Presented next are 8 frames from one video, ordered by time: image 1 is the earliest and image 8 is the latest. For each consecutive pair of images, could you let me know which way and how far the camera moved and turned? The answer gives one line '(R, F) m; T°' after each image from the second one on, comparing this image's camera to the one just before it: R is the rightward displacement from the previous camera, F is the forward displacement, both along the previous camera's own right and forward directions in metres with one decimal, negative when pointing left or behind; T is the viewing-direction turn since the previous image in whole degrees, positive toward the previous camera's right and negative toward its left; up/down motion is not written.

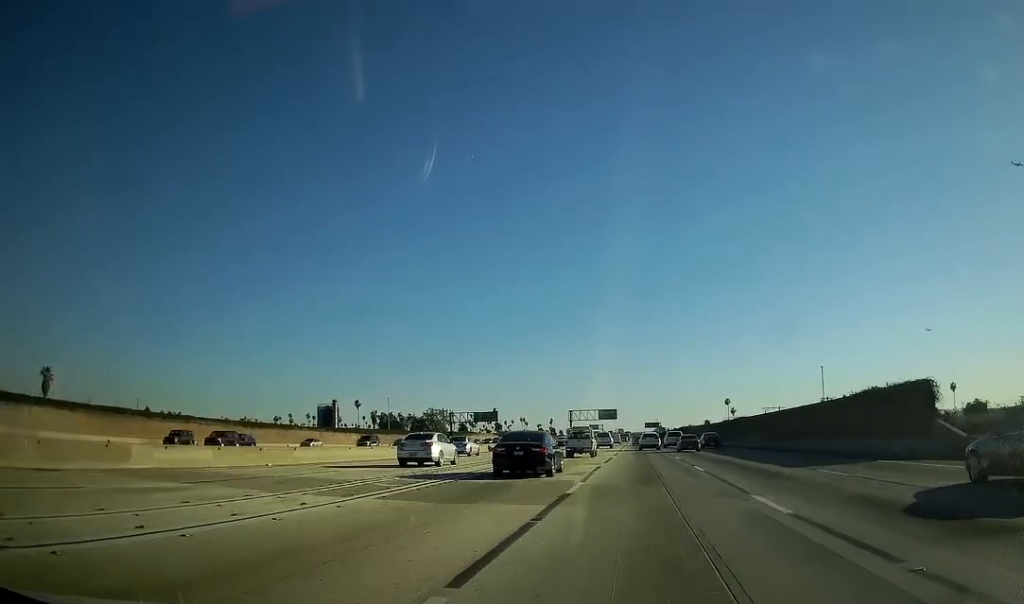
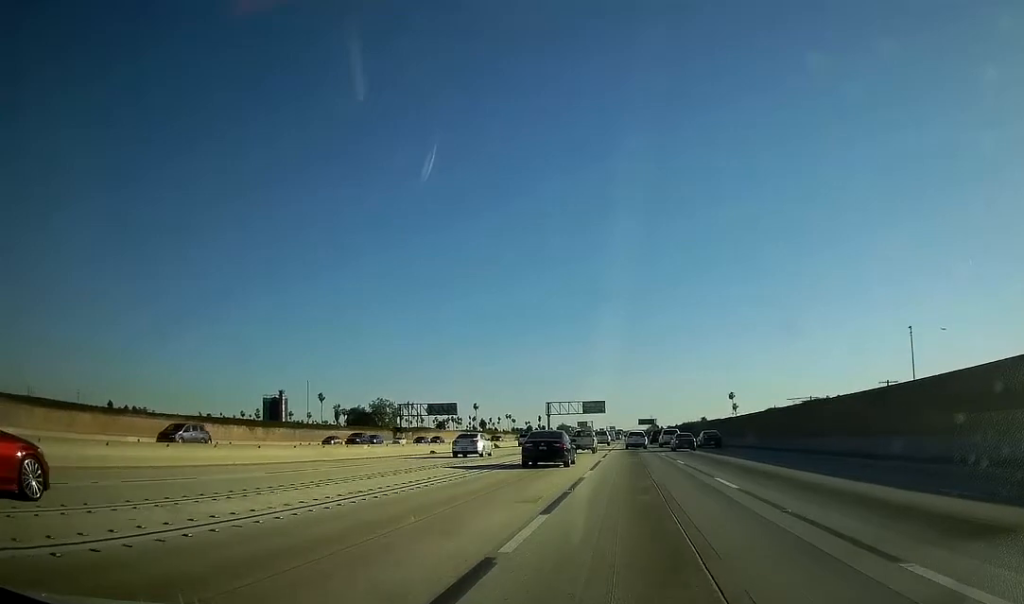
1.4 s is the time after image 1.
(0.0, +38.6) m; +1°
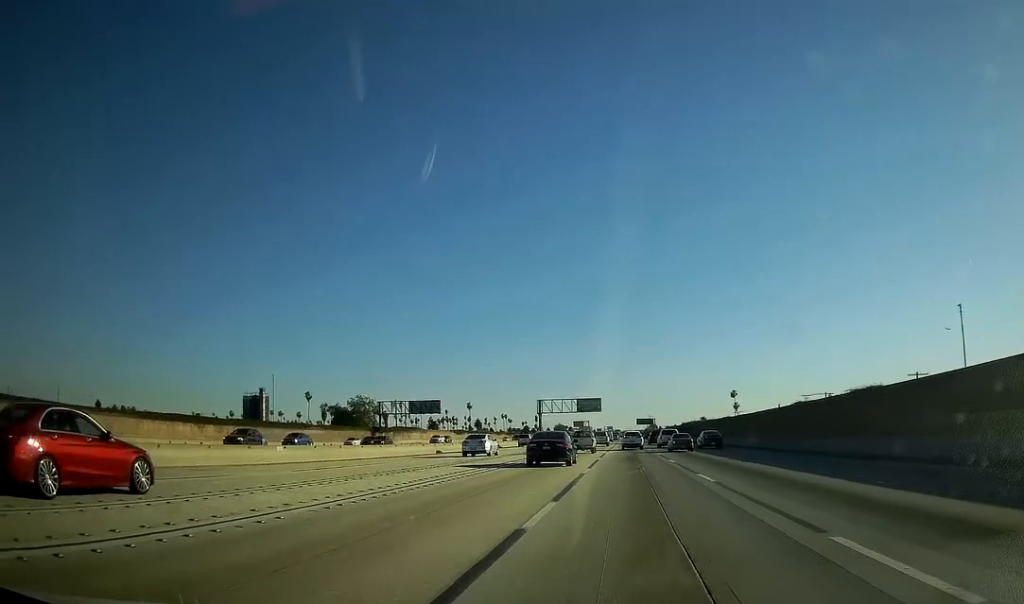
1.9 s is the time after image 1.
(+0.1, +11.8) m; 0°
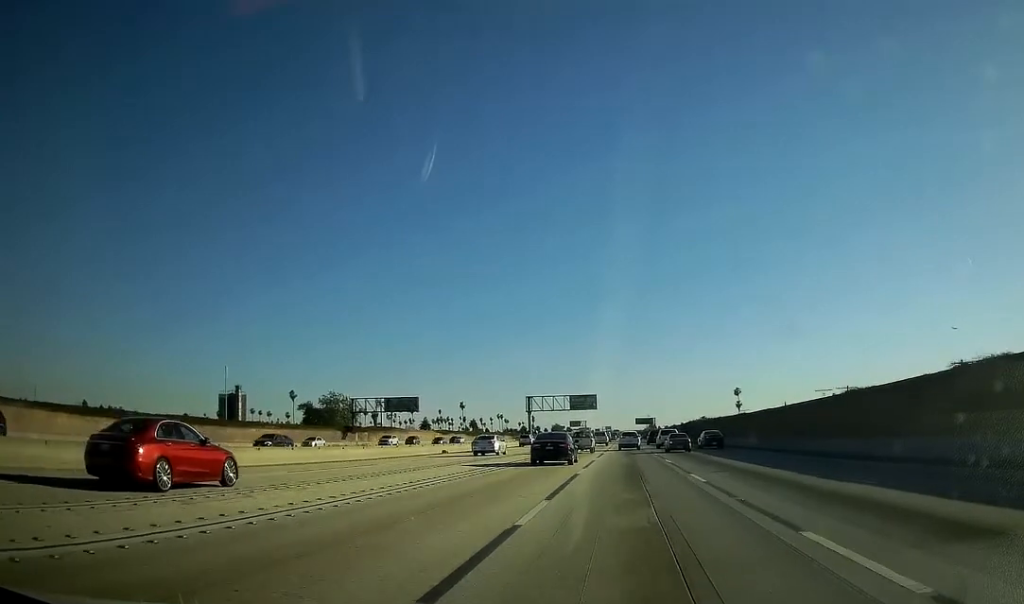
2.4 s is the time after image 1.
(+0.4, +14.6) m; 0°
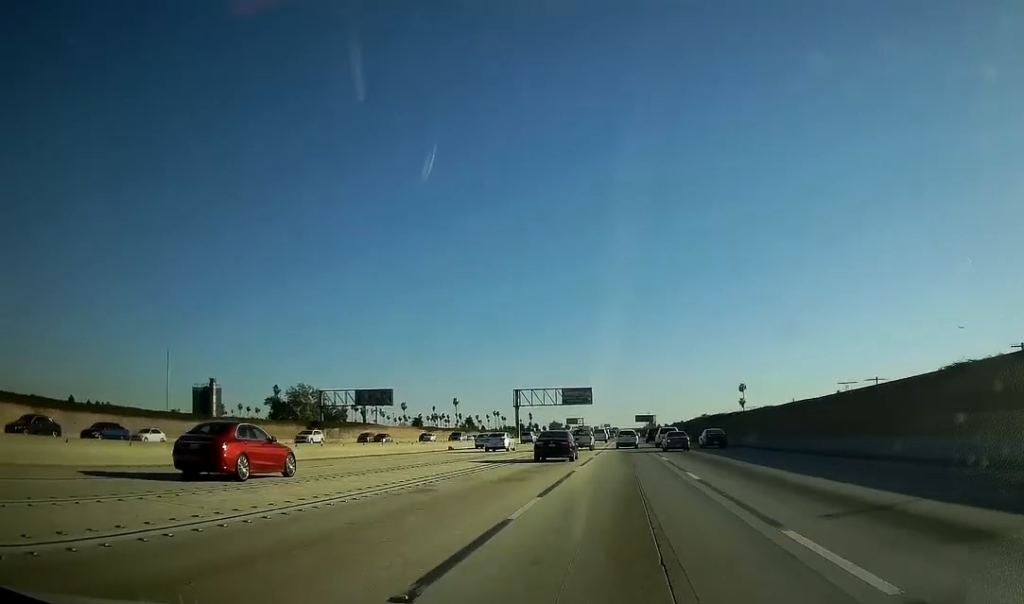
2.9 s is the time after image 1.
(0.0, +13.7) m; 0°
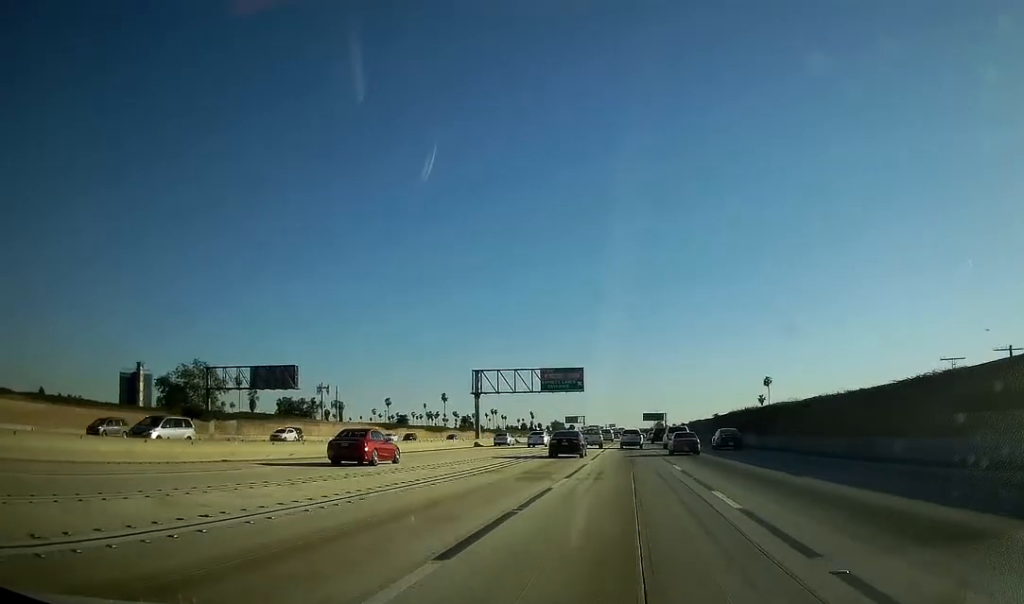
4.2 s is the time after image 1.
(-0.7, +36.4) m; -1°
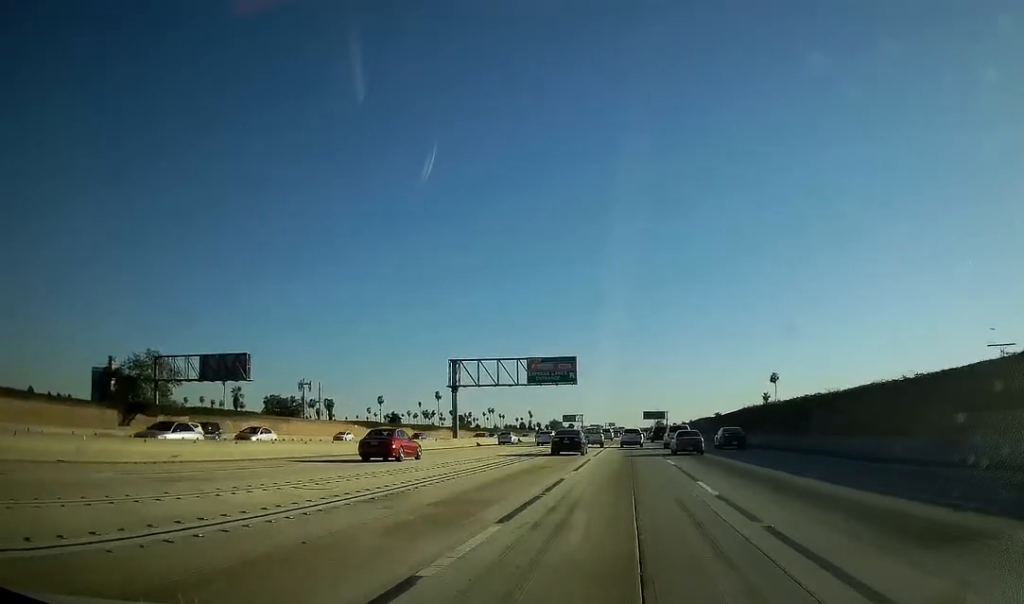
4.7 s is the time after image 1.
(0.0, +11.8) m; 0°
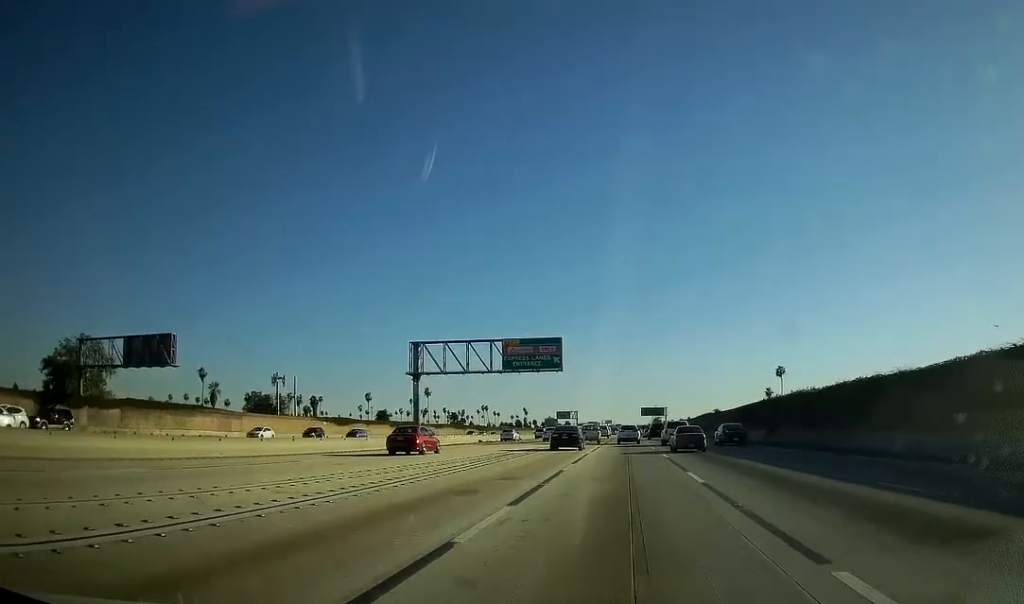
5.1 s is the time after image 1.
(0.0, +12.6) m; 0°
